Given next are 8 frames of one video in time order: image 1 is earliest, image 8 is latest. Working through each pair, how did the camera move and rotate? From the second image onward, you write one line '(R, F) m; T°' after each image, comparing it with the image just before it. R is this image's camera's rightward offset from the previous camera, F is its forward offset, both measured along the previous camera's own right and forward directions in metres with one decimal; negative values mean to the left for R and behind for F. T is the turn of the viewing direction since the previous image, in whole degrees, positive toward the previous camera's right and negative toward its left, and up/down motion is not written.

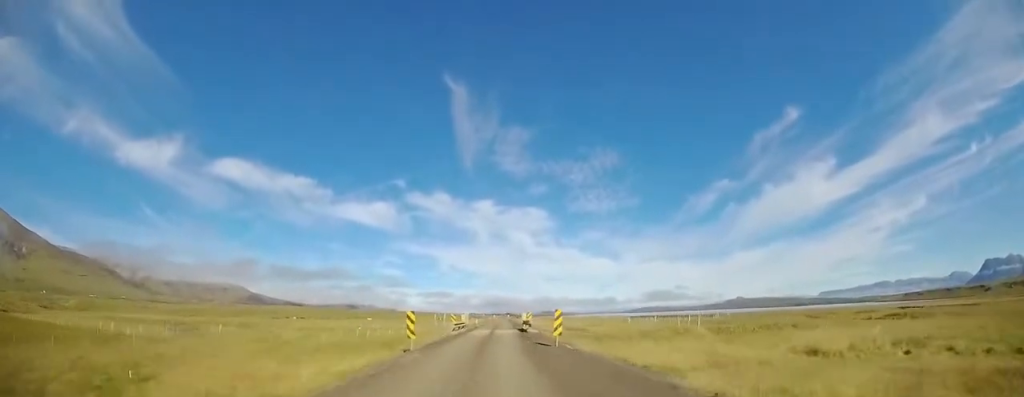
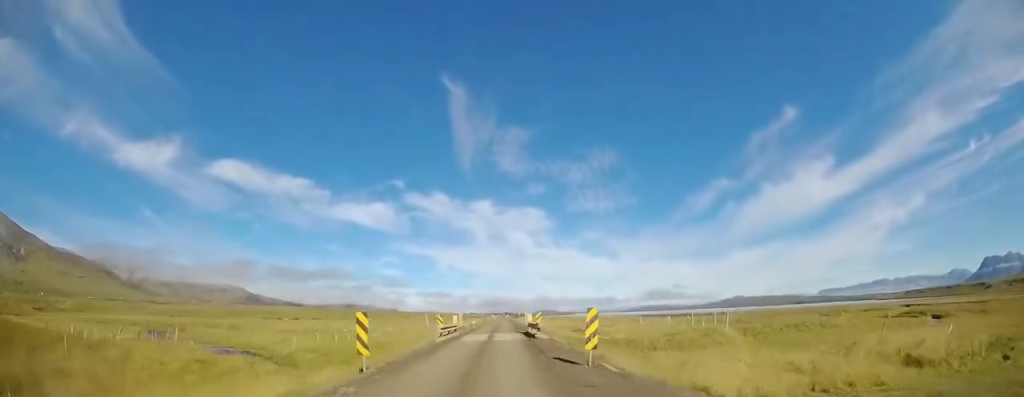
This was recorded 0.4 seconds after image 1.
(0.0, +5.5) m; +1°
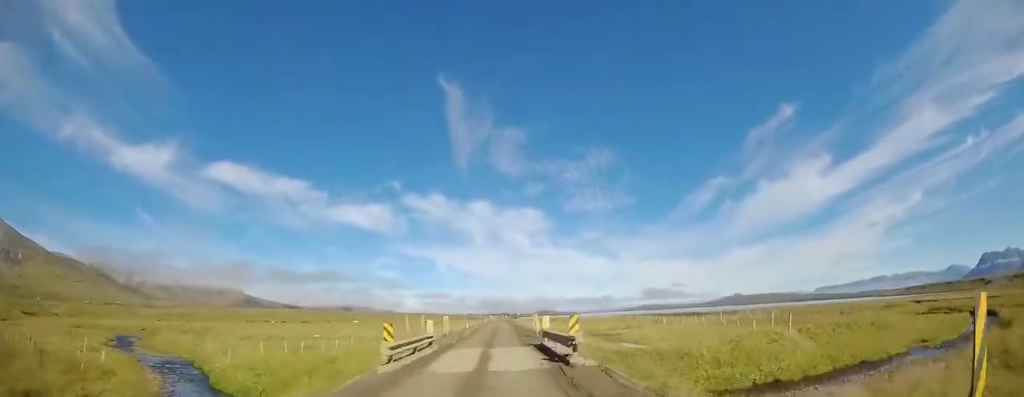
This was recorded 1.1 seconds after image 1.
(+0.1, +8.8) m; +1°
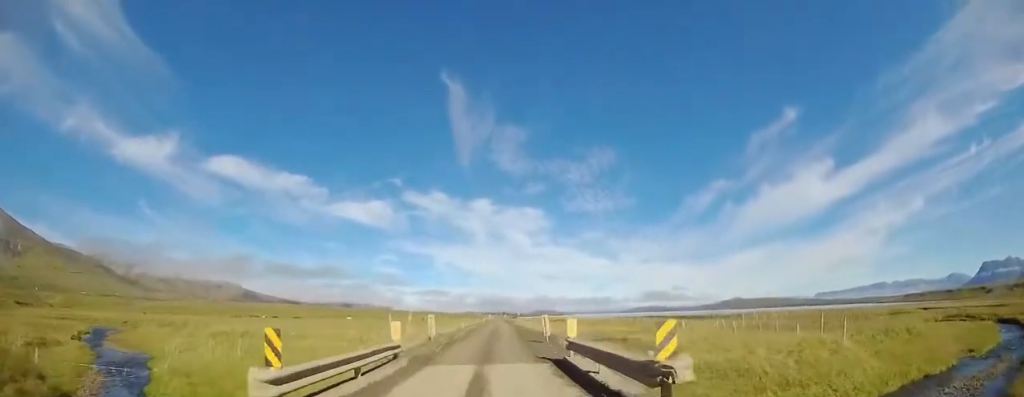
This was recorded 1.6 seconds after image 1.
(0.0, +5.4) m; 0°
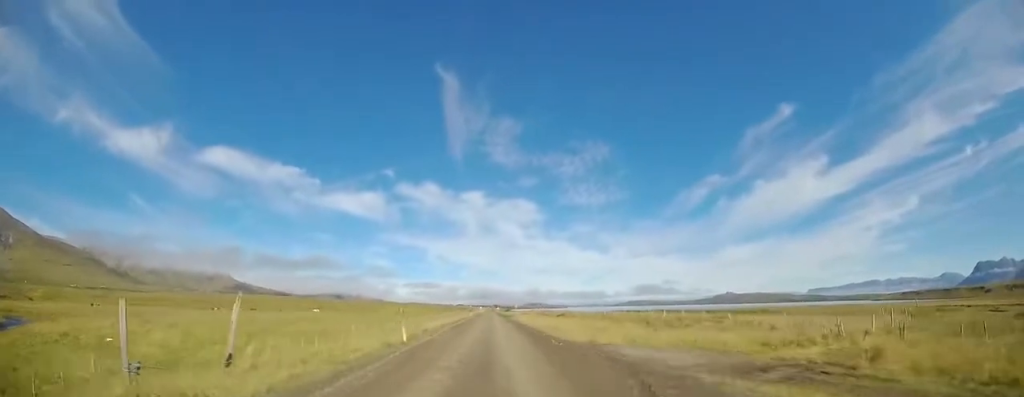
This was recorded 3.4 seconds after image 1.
(0.0, +23.1) m; +2°
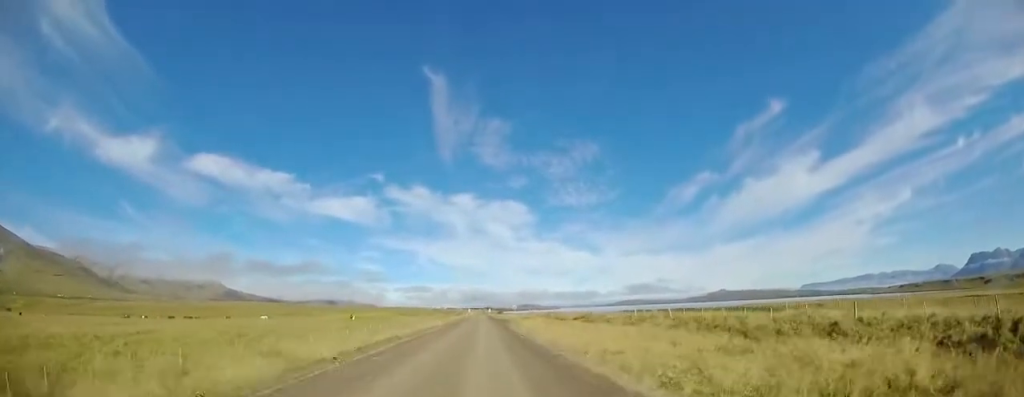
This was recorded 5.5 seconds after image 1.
(0.0, +28.1) m; -2°
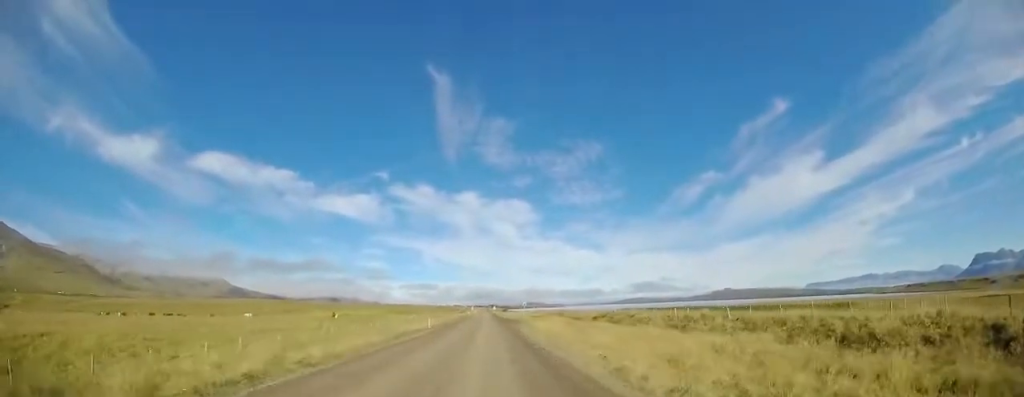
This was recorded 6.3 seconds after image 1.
(-0.2, +9.9) m; +1°
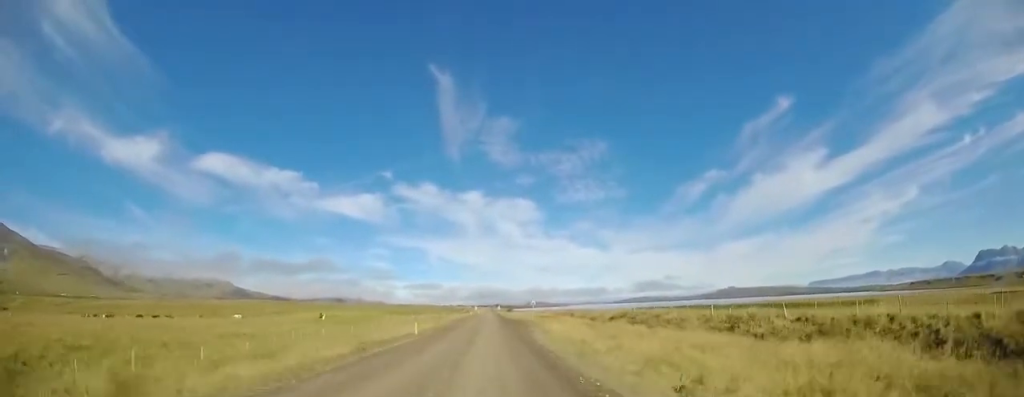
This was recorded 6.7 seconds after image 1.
(+0.1, +6.3) m; +1°
